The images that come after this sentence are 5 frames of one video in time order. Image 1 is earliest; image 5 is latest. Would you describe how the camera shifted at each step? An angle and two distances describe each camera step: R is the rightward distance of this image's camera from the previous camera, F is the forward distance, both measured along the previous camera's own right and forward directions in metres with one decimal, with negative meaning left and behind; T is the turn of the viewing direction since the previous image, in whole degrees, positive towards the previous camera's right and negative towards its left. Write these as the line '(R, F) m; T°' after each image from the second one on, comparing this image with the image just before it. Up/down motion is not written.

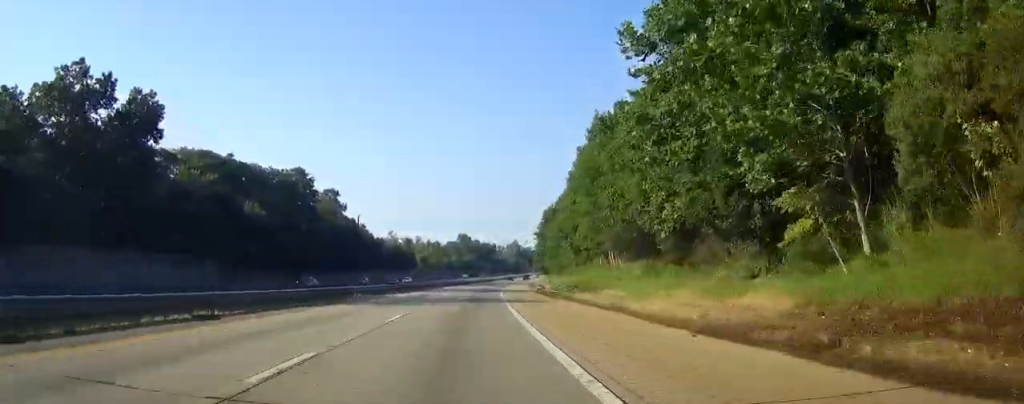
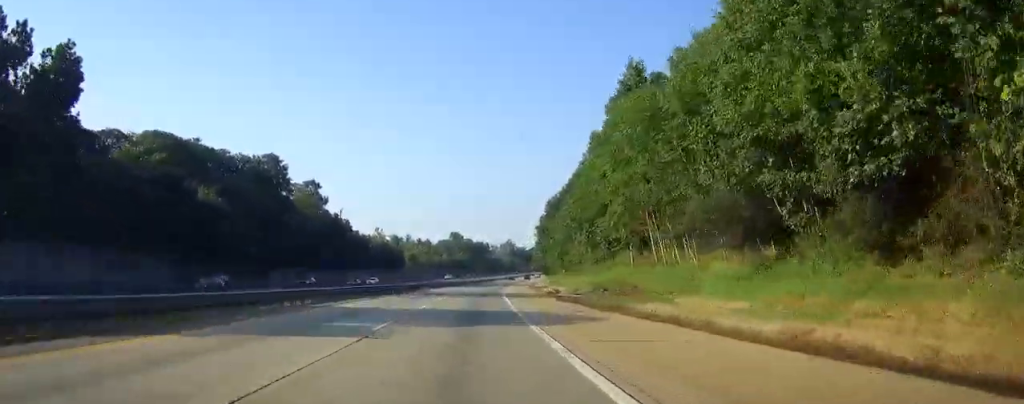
(+0.3, +17.0) m; 0°
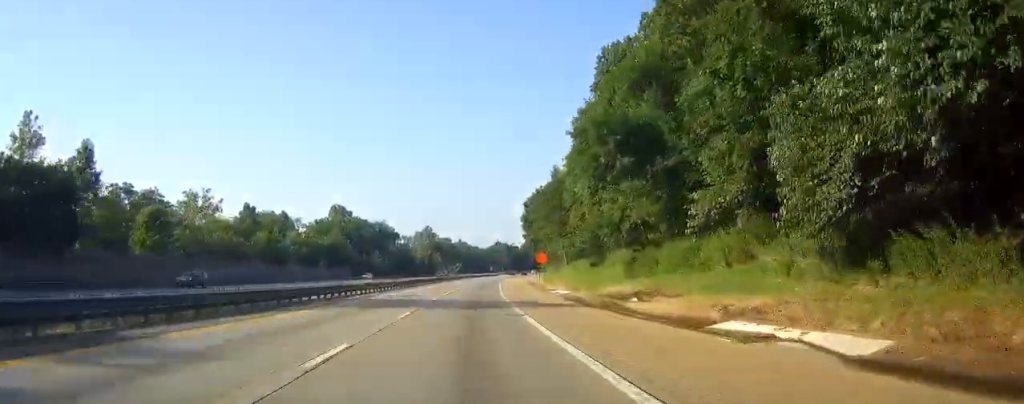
(+5.9, +158.9) m; +5°
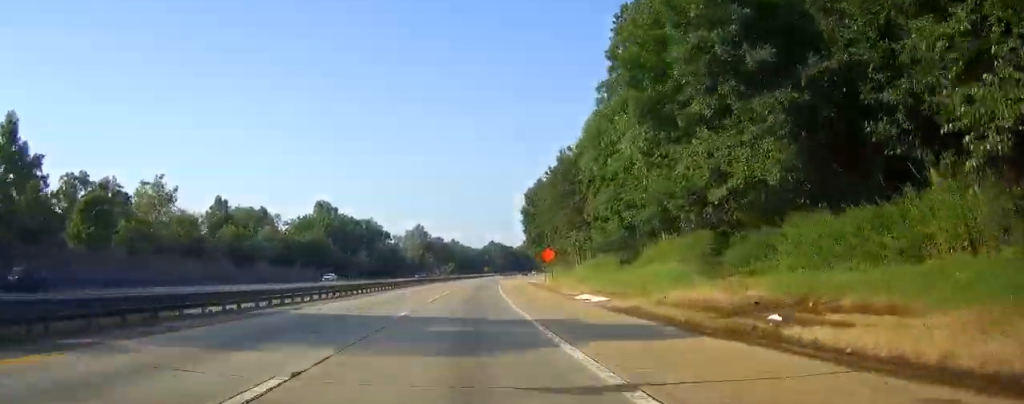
(+0.1, +14.6) m; +1°
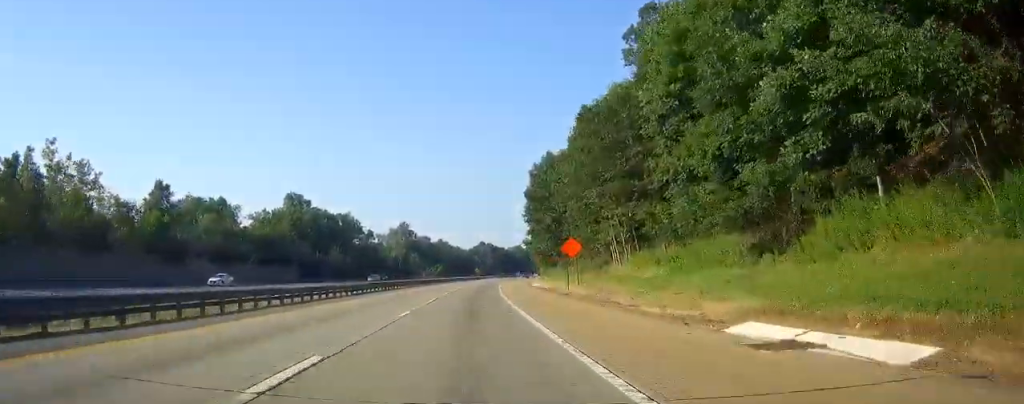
(+0.3, +24.7) m; +1°
